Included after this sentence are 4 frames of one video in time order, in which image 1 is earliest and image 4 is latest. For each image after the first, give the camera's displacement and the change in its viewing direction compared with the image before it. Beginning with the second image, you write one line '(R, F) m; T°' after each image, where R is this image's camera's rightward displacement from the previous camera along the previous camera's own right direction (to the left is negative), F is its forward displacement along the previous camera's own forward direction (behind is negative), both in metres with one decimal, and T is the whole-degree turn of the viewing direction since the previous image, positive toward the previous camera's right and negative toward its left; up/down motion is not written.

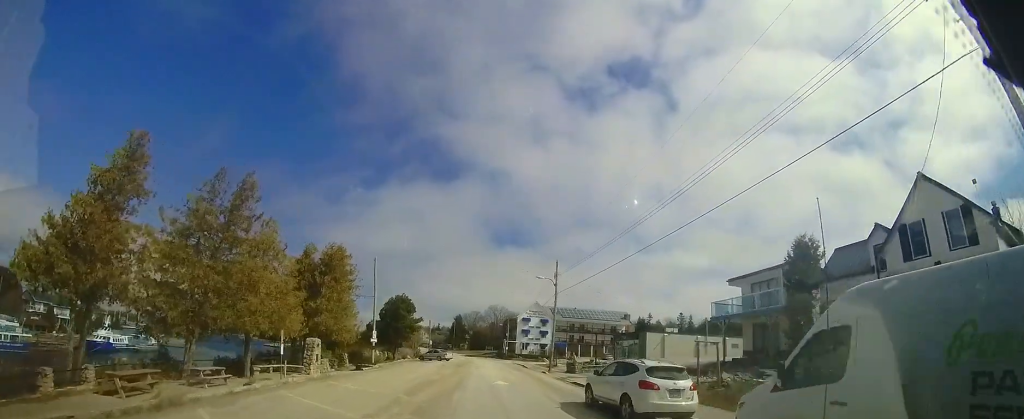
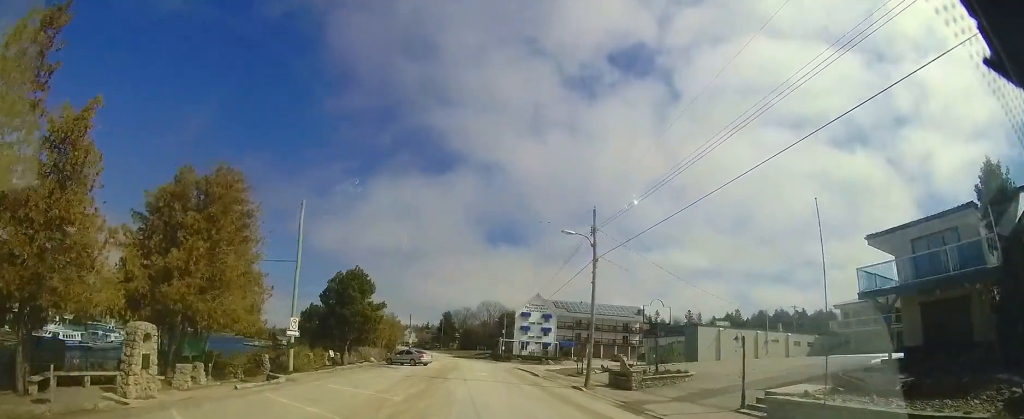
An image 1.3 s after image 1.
(+0.4, +12.1) m; +2°
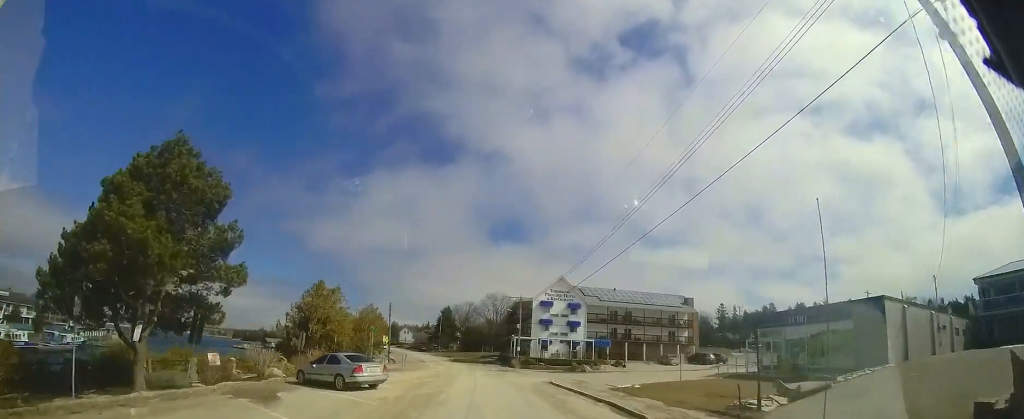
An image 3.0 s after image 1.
(+0.4, +17.1) m; +1°
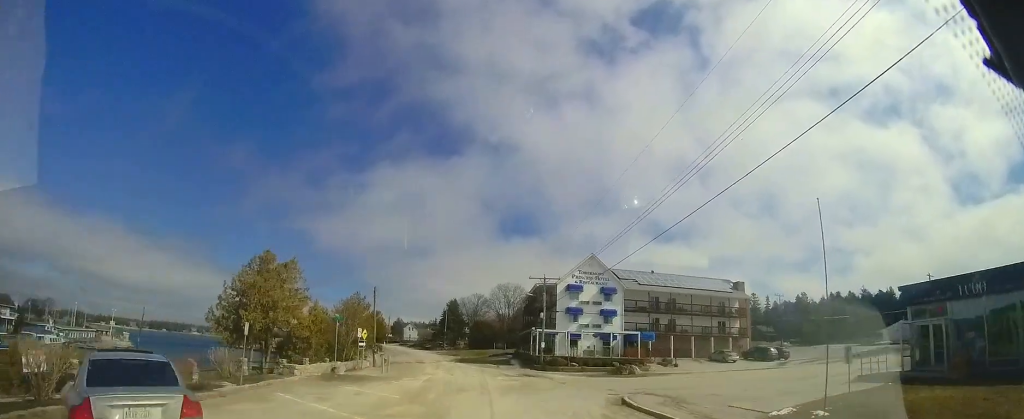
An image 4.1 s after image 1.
(-0.4, +10.4) m; -4°
